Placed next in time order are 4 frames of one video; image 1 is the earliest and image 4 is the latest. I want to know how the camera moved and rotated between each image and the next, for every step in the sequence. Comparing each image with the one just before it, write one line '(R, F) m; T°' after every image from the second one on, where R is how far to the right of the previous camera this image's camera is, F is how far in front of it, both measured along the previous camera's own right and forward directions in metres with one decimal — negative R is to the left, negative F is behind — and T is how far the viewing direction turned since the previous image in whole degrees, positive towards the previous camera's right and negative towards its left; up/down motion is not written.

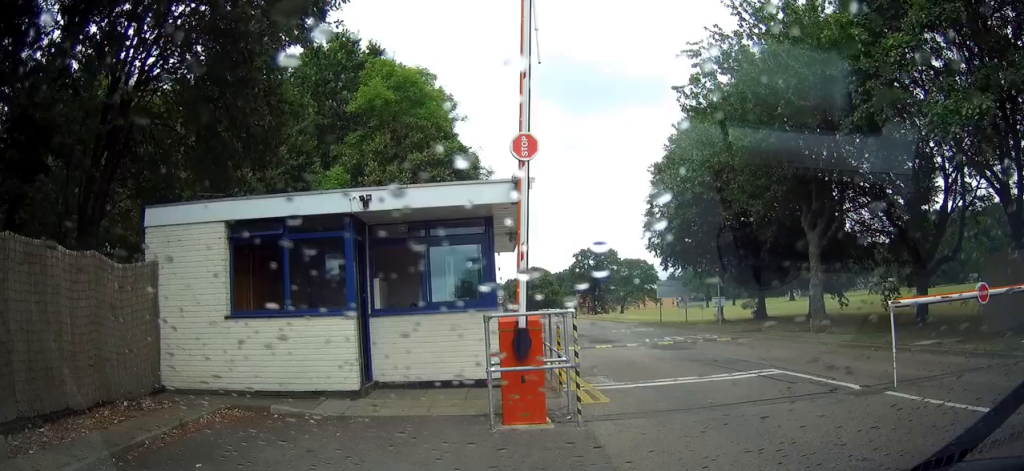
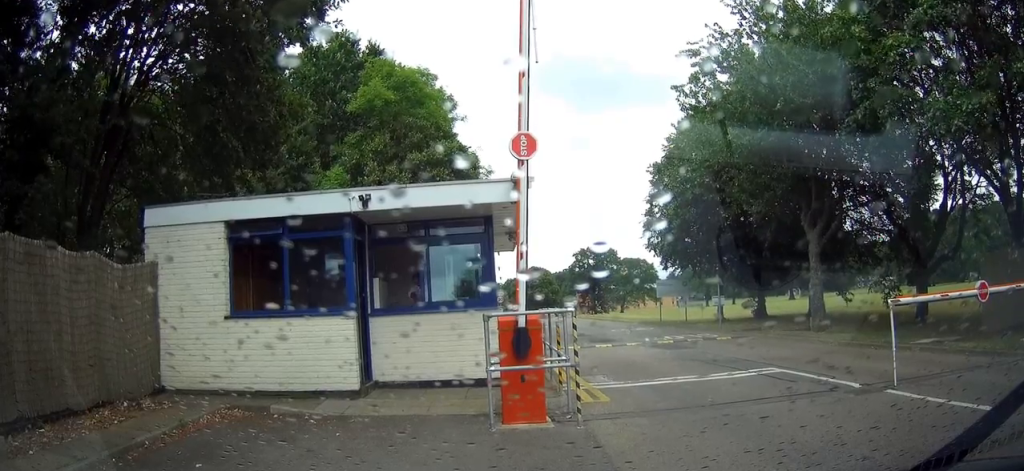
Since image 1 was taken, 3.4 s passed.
(0.0, 0.0) m; 0°
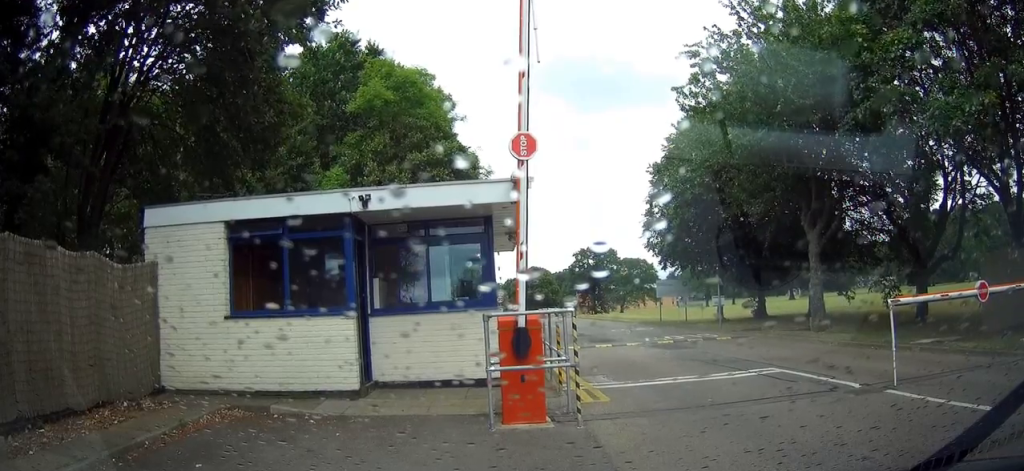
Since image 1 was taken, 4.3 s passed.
(0.0, 0.0) m; 0°
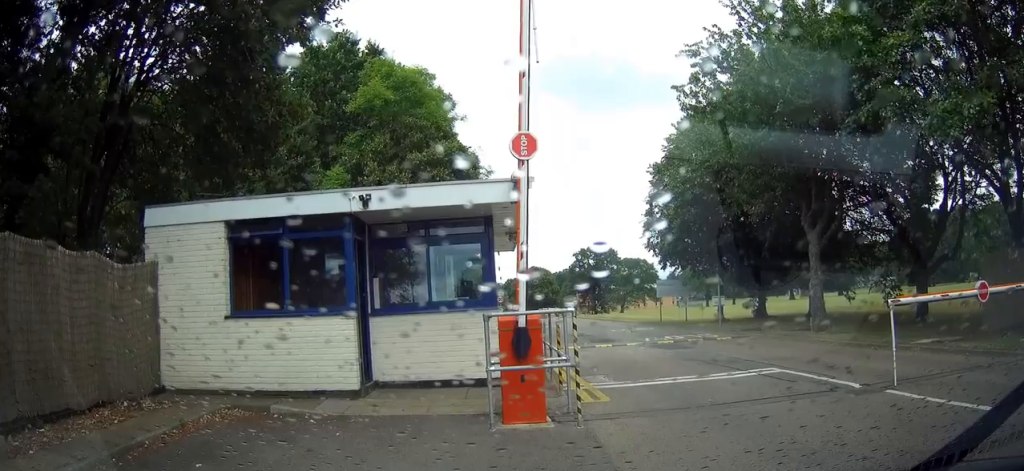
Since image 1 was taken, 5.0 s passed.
(0.0, 0.0) m; 0°
